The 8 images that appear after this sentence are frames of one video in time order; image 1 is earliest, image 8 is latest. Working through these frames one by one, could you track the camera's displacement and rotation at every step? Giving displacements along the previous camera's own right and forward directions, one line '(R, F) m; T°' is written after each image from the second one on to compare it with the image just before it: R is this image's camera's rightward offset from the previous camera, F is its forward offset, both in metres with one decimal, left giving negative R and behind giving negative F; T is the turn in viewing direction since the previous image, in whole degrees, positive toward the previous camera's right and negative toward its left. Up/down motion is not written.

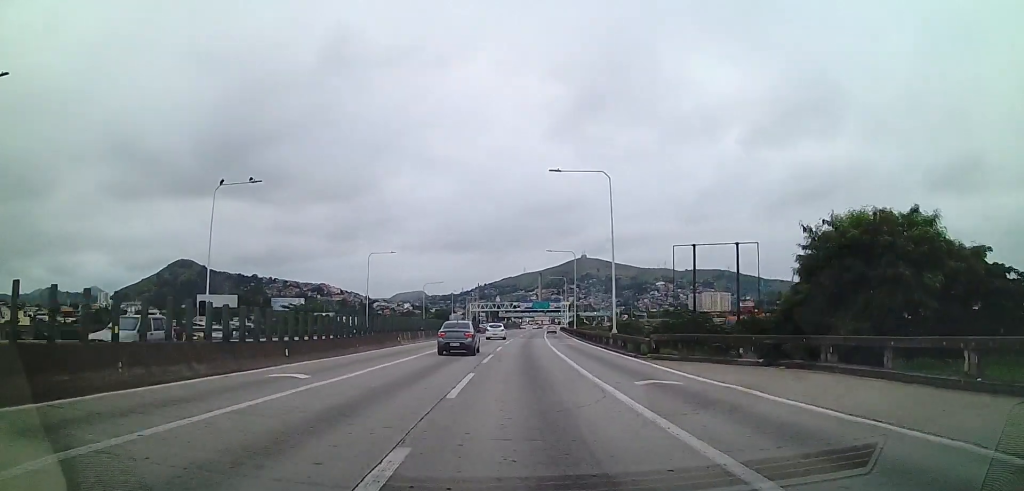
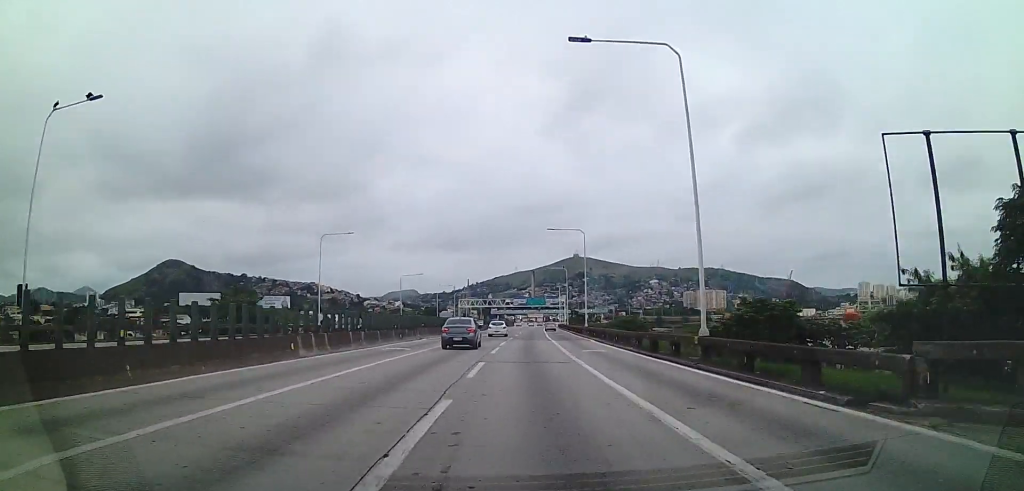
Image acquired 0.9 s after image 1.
(+0.4, +16.9) m; +1°
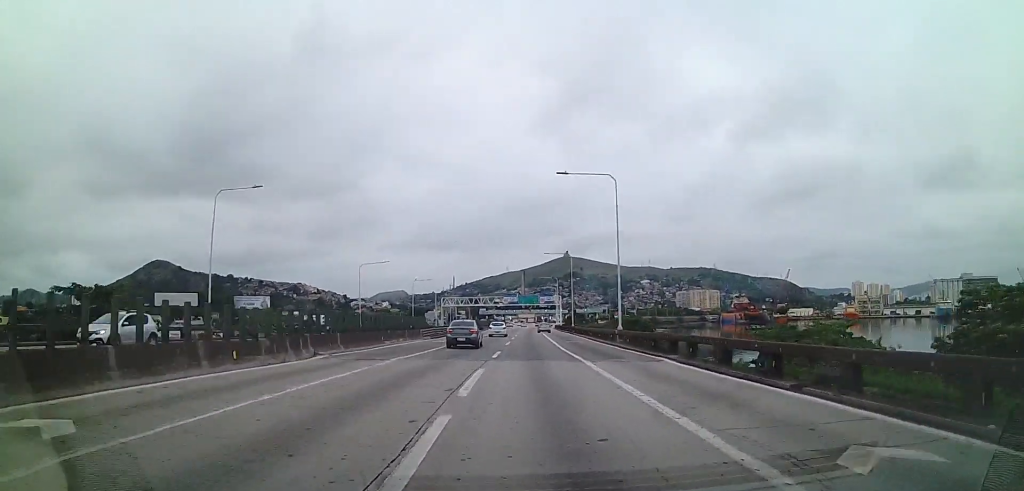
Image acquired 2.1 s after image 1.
(-0.1, +21.4) m; +1°
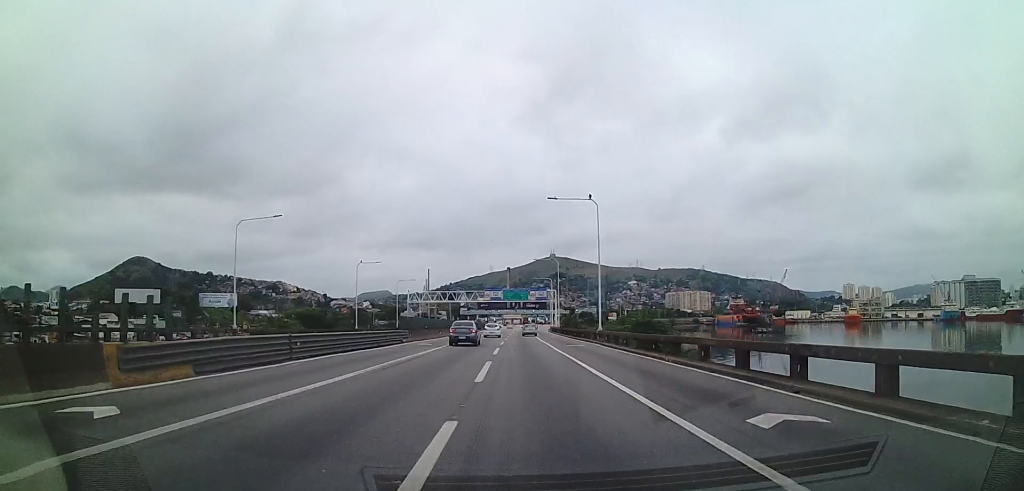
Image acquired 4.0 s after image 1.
(+0.7, +33.2) m; +1°
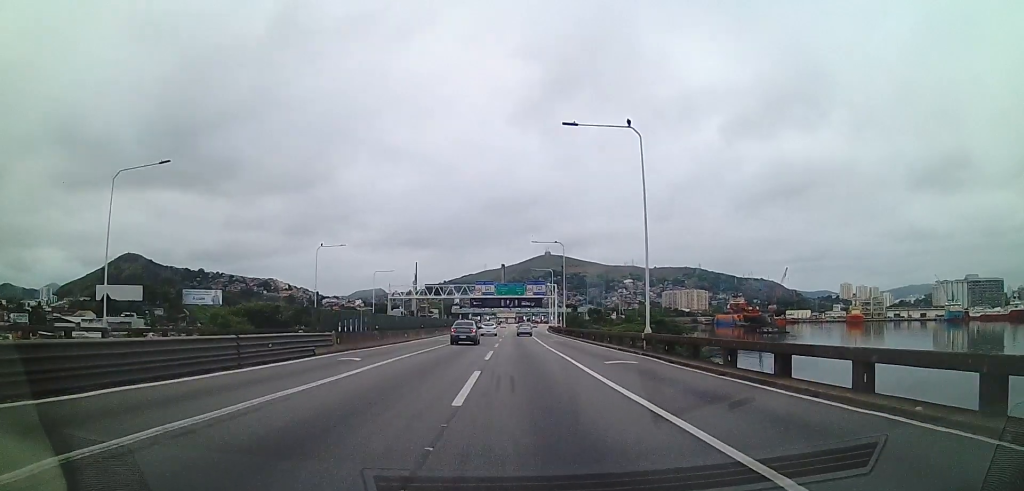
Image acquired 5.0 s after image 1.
(-0.2, +16.2) m; 0°
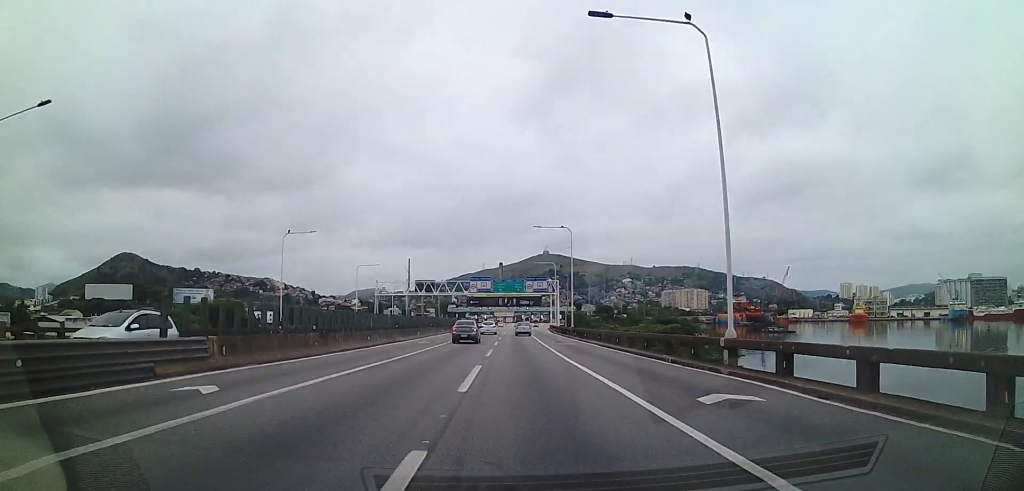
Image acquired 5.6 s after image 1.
(-0.1, +10.3) m; +2°
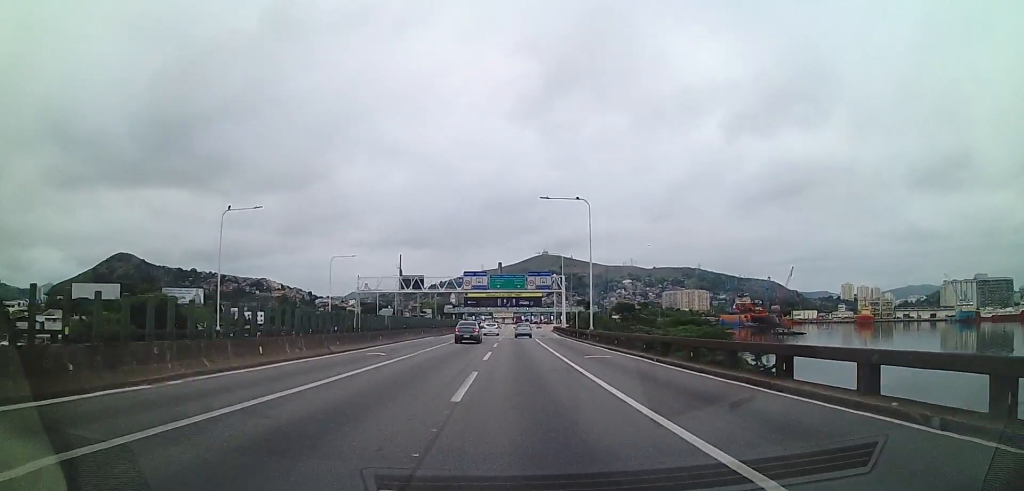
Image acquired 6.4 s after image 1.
(+0.4, +13.6) m; +1°
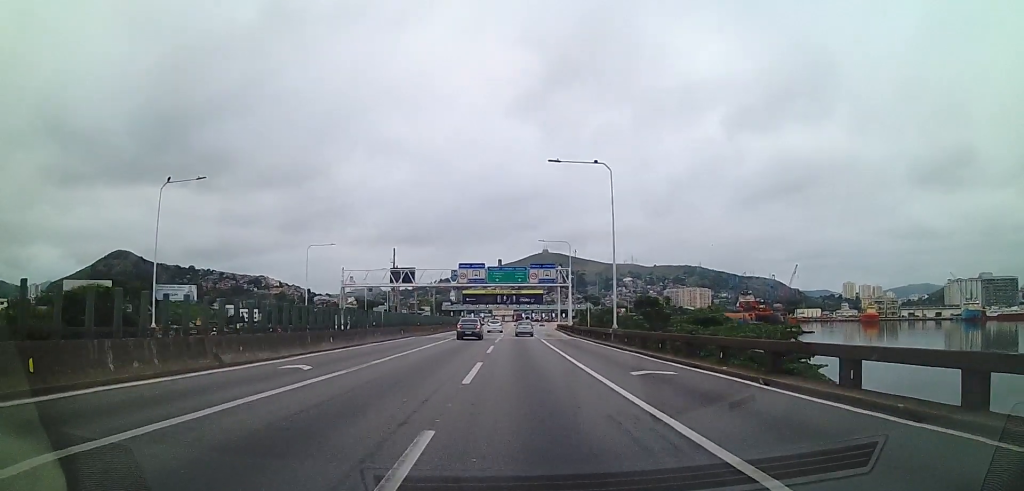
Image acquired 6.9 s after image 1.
(+0.2, +9.5) m; 0°
